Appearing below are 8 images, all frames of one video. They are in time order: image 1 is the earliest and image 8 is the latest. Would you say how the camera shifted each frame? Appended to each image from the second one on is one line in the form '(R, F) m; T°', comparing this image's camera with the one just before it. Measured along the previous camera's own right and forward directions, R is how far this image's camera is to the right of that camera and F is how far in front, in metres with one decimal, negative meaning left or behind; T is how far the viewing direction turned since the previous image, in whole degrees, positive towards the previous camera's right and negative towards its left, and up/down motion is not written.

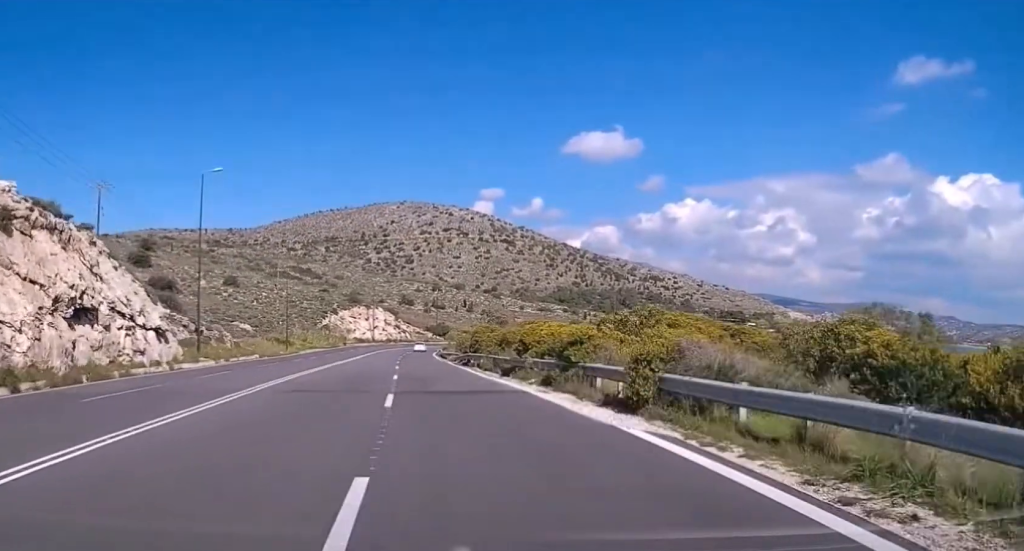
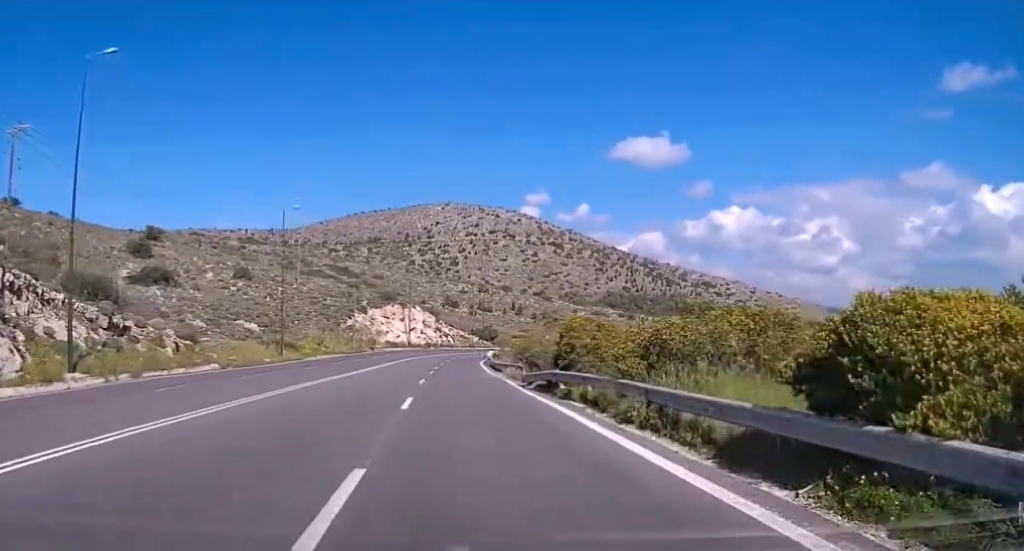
(-0.7, +23.6) m; -2°
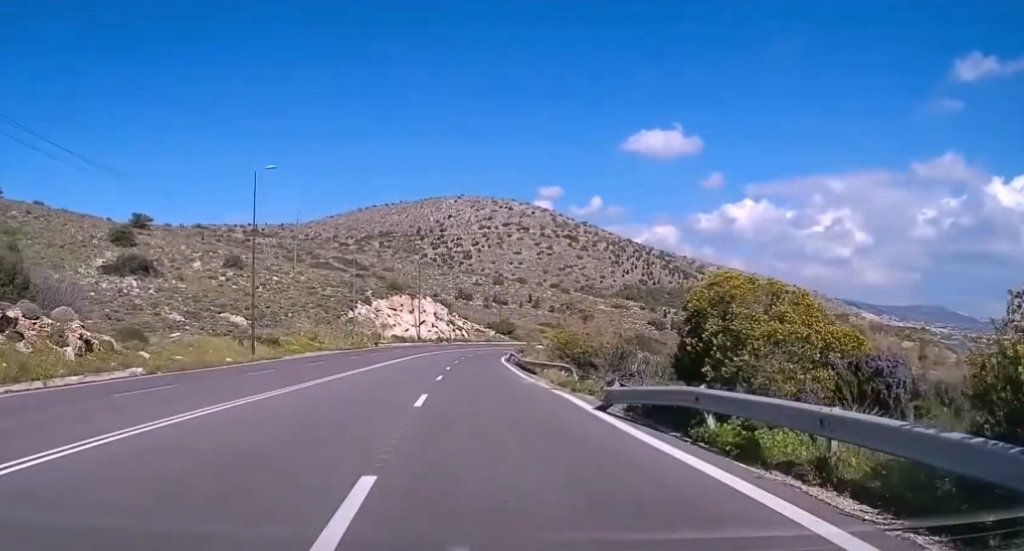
(0.0, +12.7) m; 0°
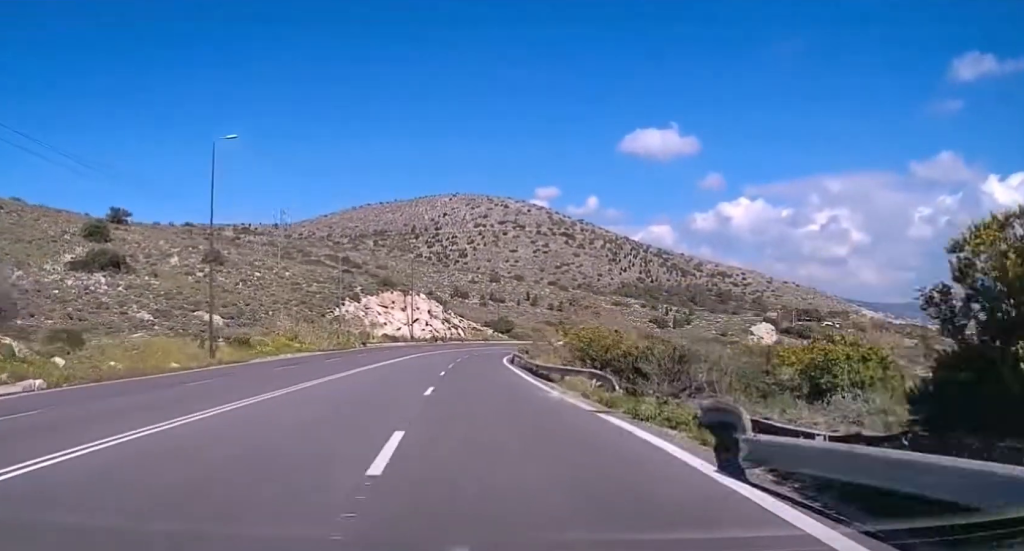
(+0.1, +8.1) m; 0°
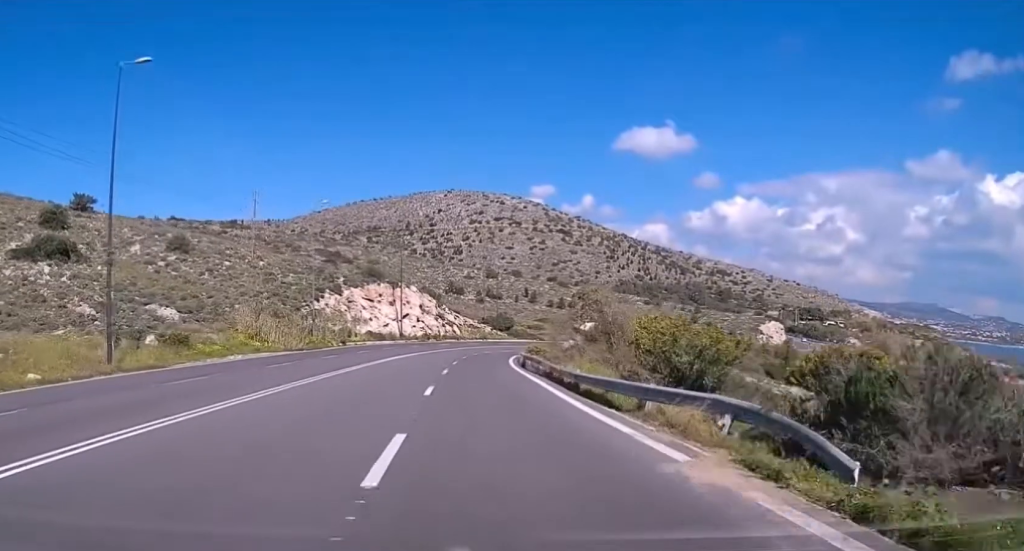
(+0.1, +12.5) m; +1°
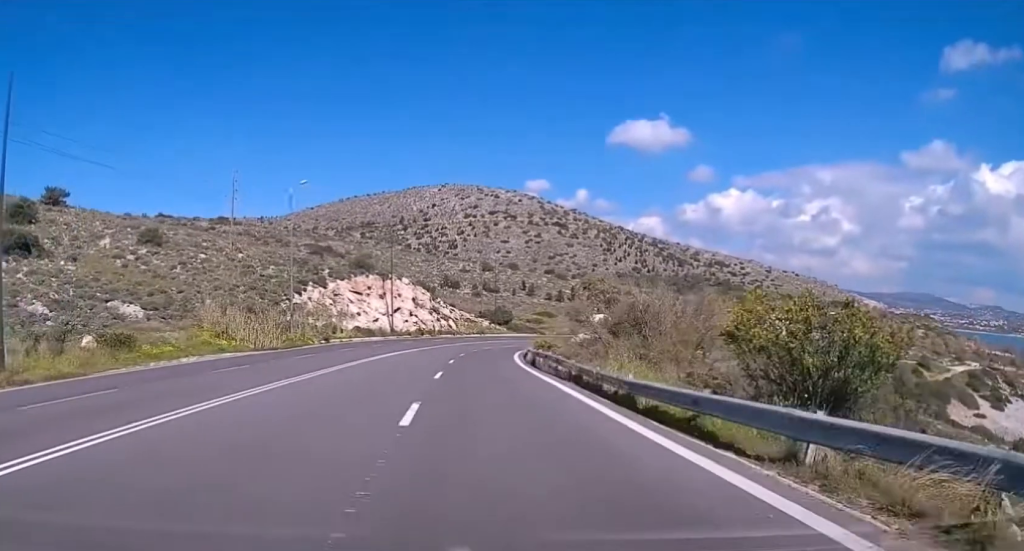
(0.0, +7.7) m; 0°
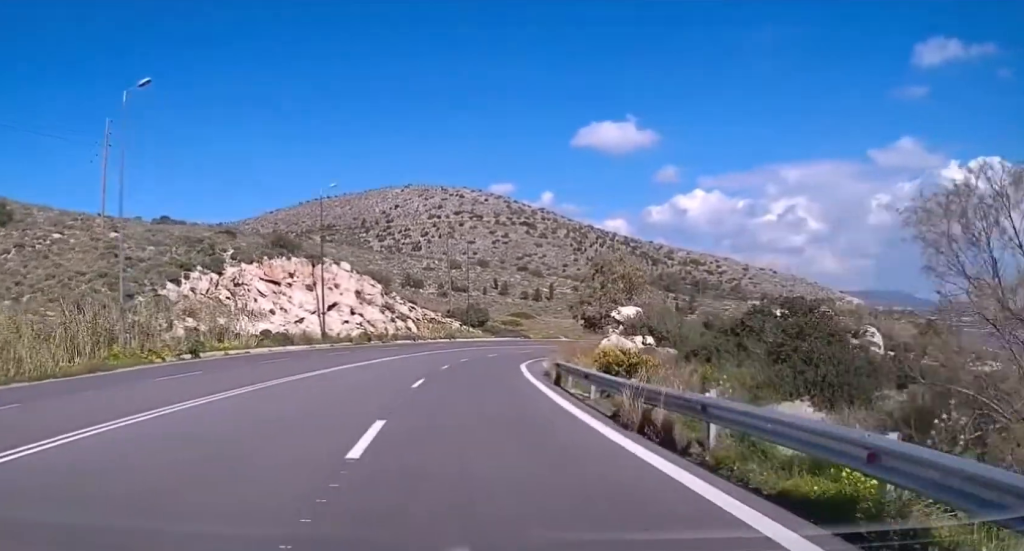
(+0.4, +27.5) m; +2°
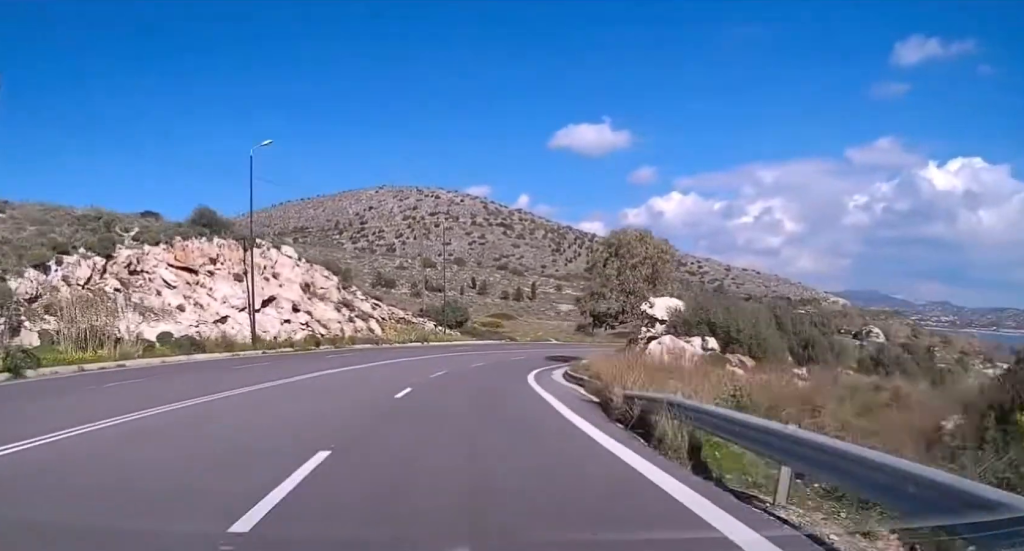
(+0.3, +14.8) m; +2°
